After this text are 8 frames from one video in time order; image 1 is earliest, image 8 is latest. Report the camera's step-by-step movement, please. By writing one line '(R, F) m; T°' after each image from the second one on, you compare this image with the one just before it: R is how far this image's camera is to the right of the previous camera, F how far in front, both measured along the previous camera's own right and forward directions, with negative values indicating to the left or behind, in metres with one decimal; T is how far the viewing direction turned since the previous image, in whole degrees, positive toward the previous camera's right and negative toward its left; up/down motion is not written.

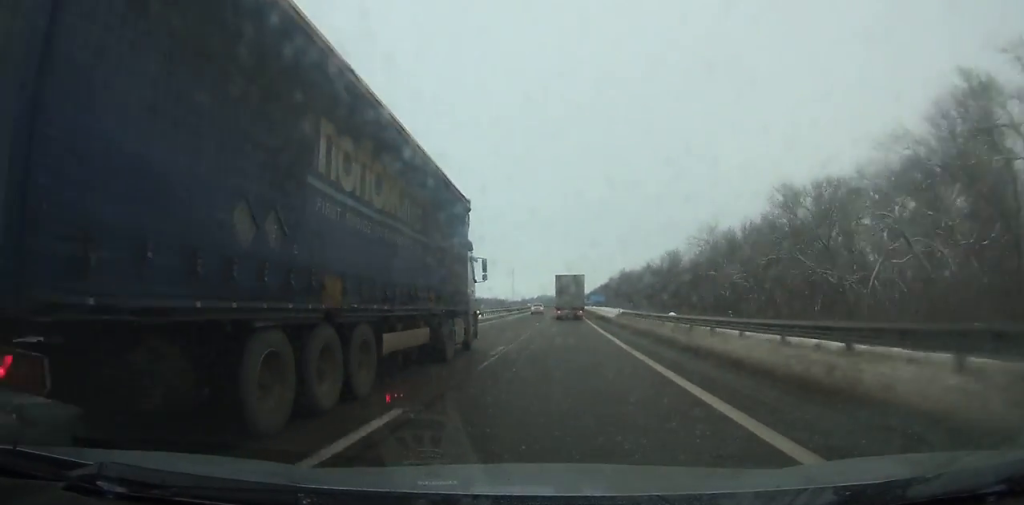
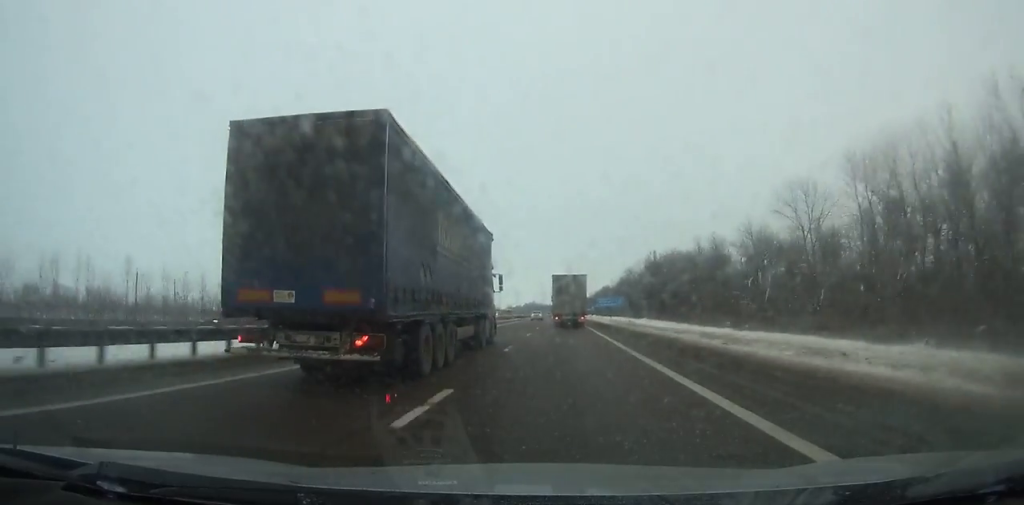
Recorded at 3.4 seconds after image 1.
(+0.5, +87.4) m; 0°
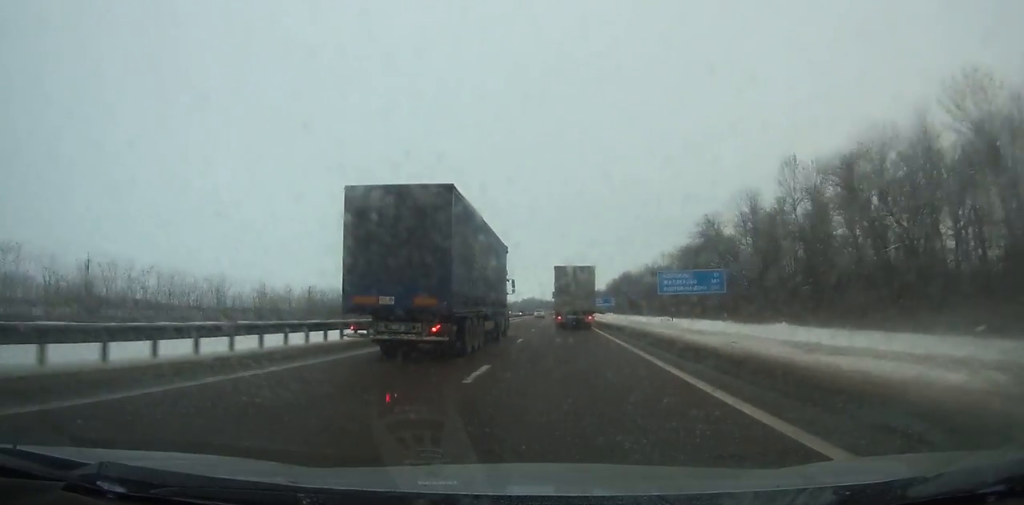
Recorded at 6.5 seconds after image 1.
(0.0, +80.5) m; -1°
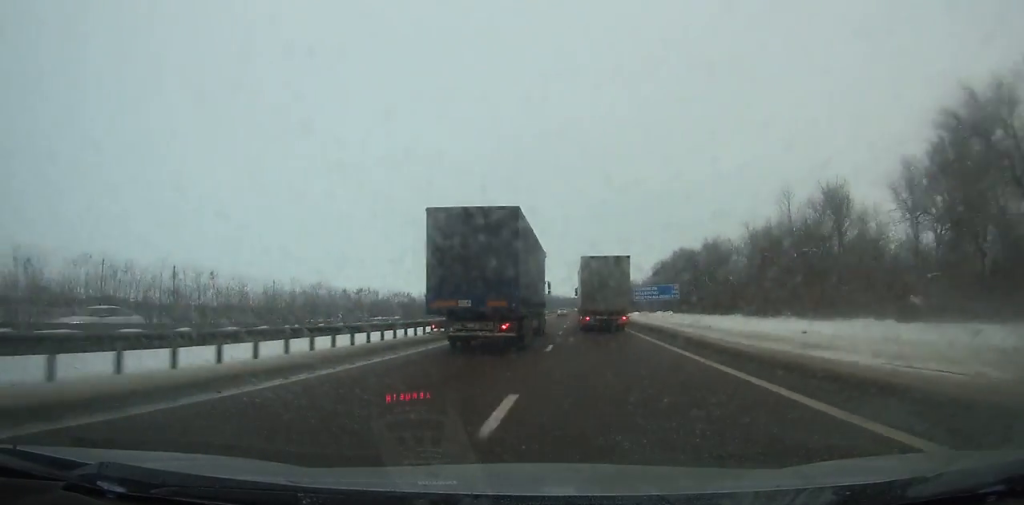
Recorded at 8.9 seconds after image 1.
(-0.6, +63.5) m; 0°
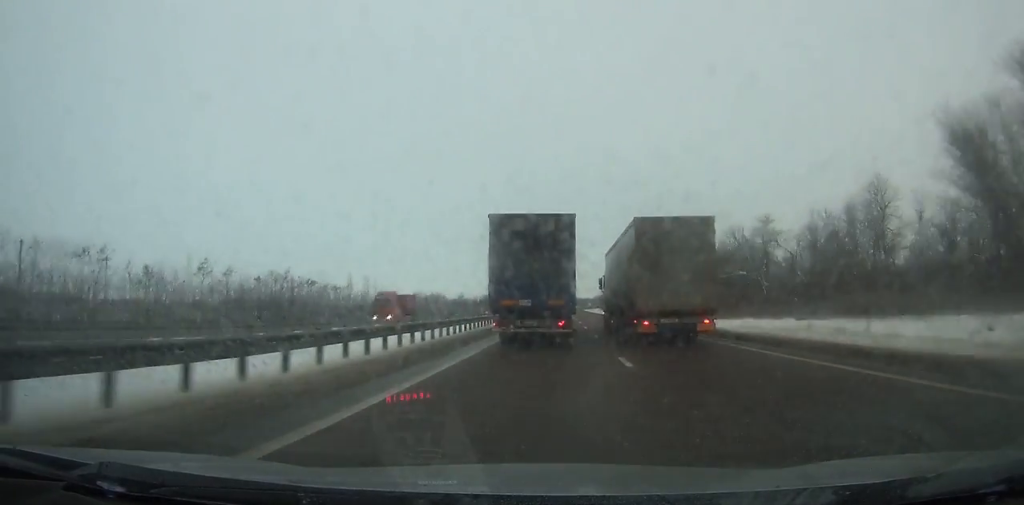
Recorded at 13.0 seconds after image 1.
(+0.3, +110.5) m; +1°
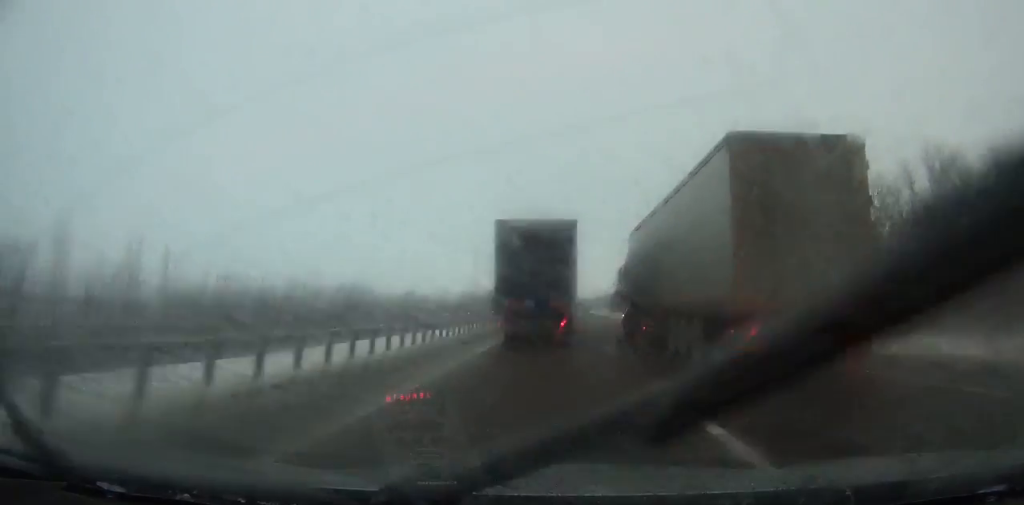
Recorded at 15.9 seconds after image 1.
(+0.4, +79.7) m; 0°
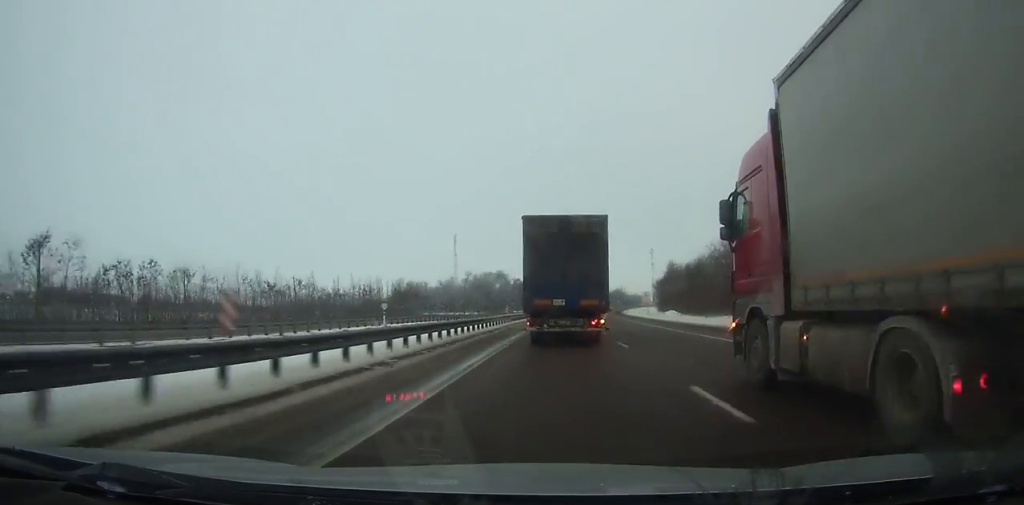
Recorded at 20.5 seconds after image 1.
(+0.4, +128.8) m; +2°
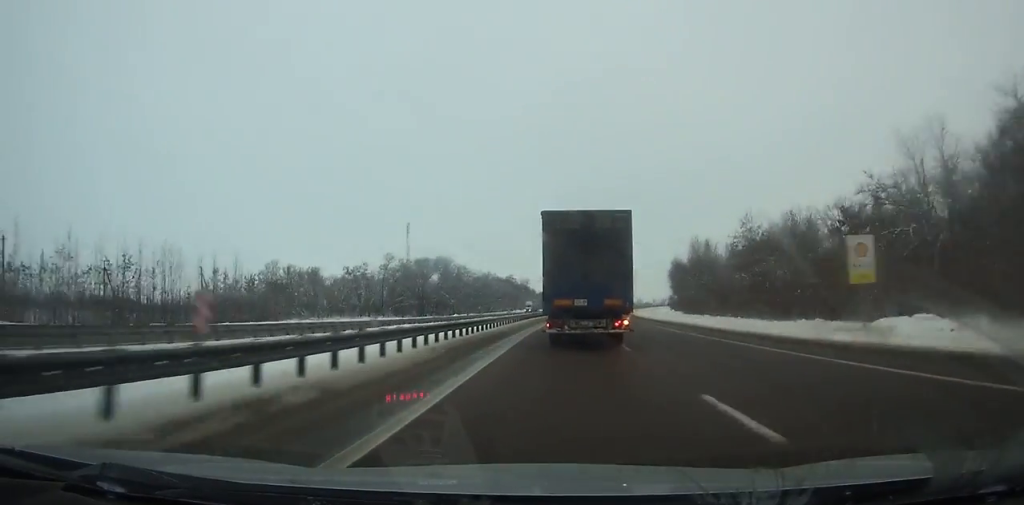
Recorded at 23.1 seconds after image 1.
(+1.2, +74.2) m; +3°
